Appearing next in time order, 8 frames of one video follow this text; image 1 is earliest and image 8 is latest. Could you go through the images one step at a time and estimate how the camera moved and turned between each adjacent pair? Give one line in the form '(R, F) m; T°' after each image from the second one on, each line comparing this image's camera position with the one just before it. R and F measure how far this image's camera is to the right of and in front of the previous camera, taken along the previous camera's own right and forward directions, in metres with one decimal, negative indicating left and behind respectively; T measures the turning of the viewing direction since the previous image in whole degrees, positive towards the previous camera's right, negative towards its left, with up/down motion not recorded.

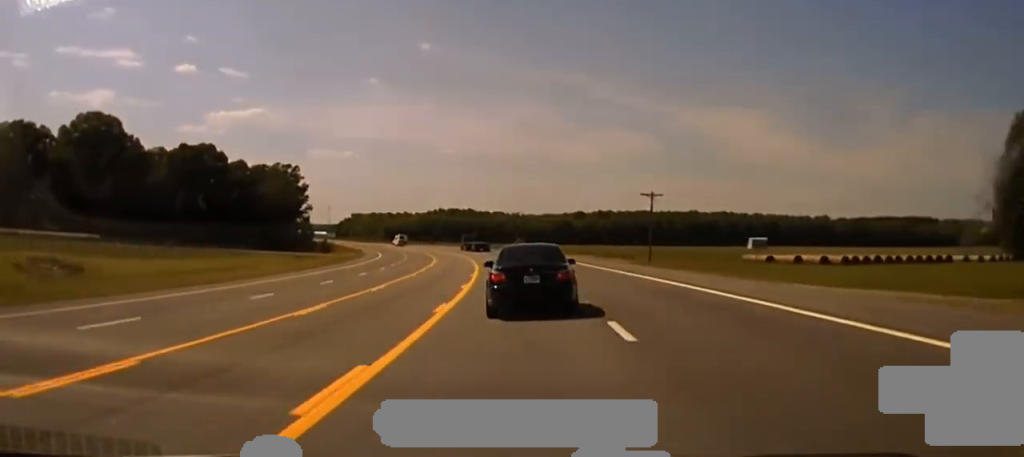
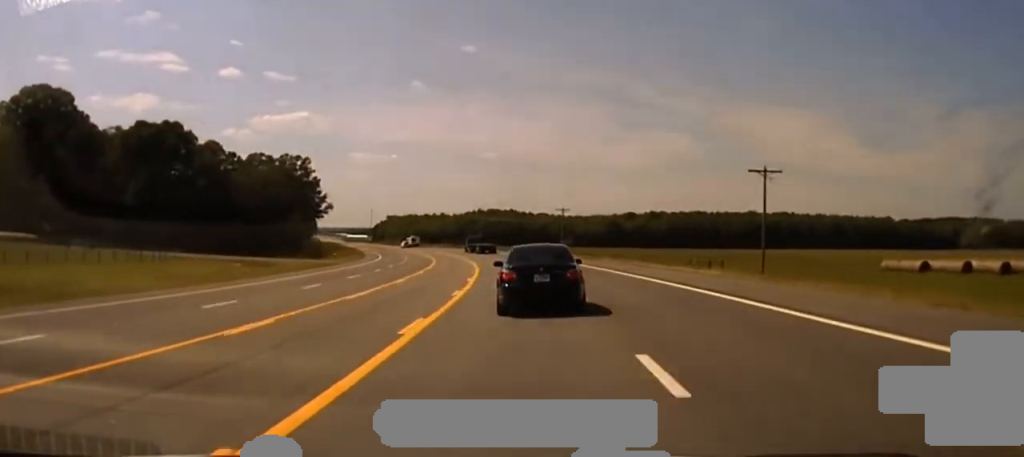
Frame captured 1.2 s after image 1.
(-1.3, +40.4) m; -3°
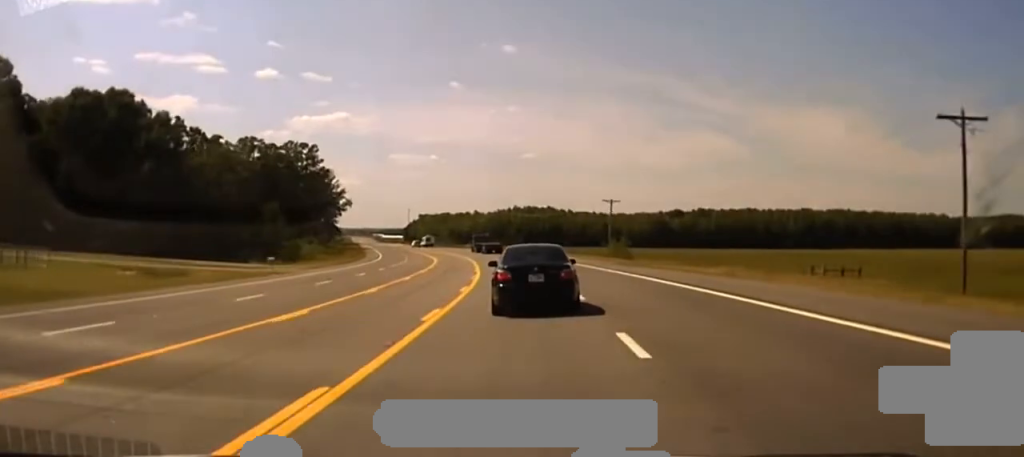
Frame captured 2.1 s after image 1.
(-0.7, +30.2) m; -2°
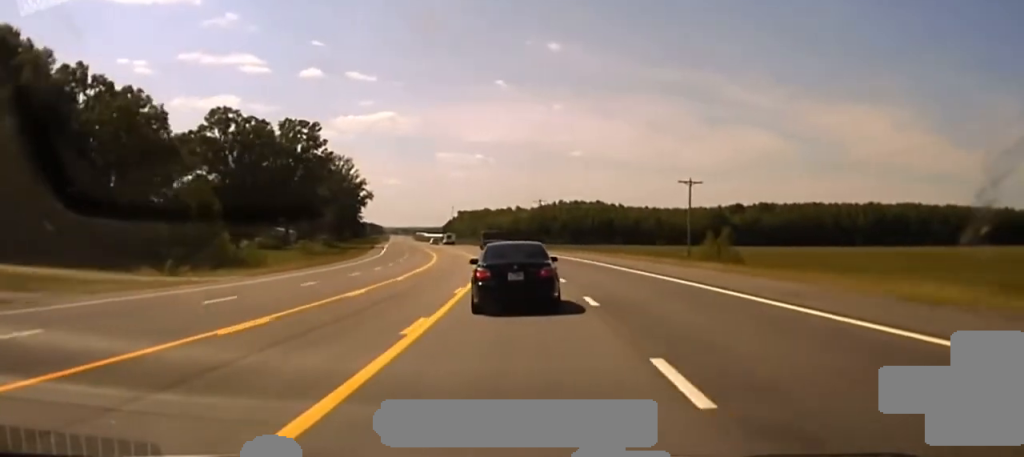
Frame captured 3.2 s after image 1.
(-0.6, +34.4) m; -2°
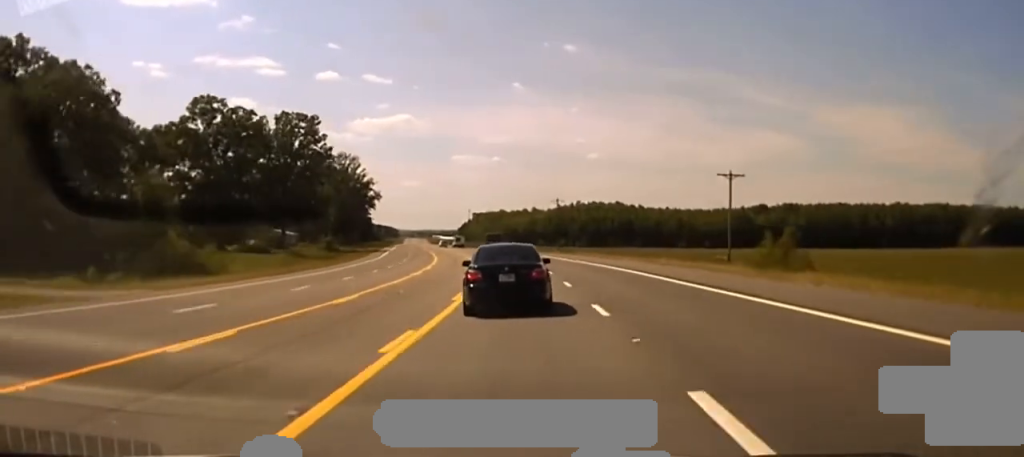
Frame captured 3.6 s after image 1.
(0.0, +12.7) m; -1°
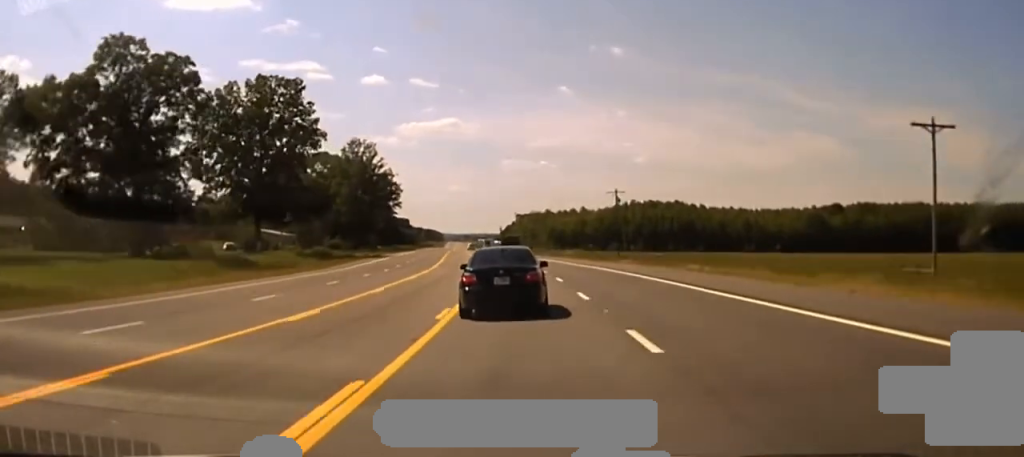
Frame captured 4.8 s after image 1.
(-1.1, +41.6) m; -3°
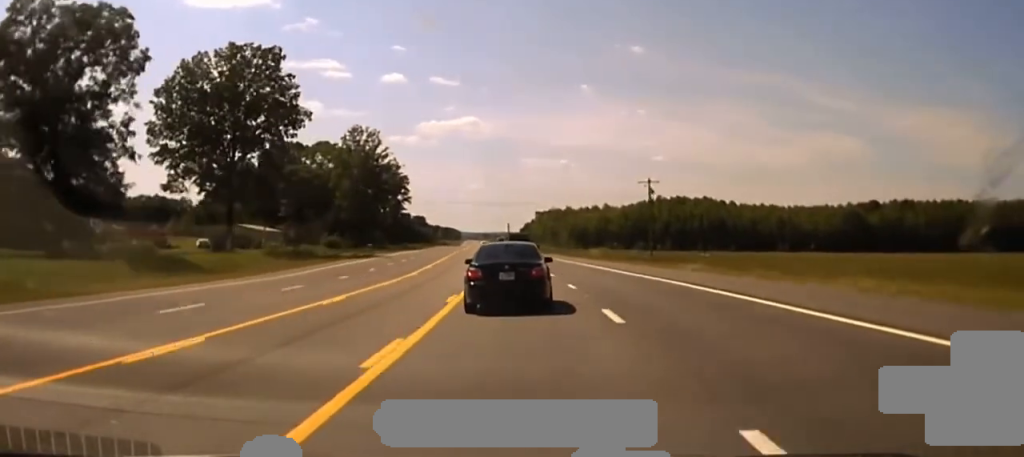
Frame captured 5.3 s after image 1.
(-0.4, +21.7) m; -1°
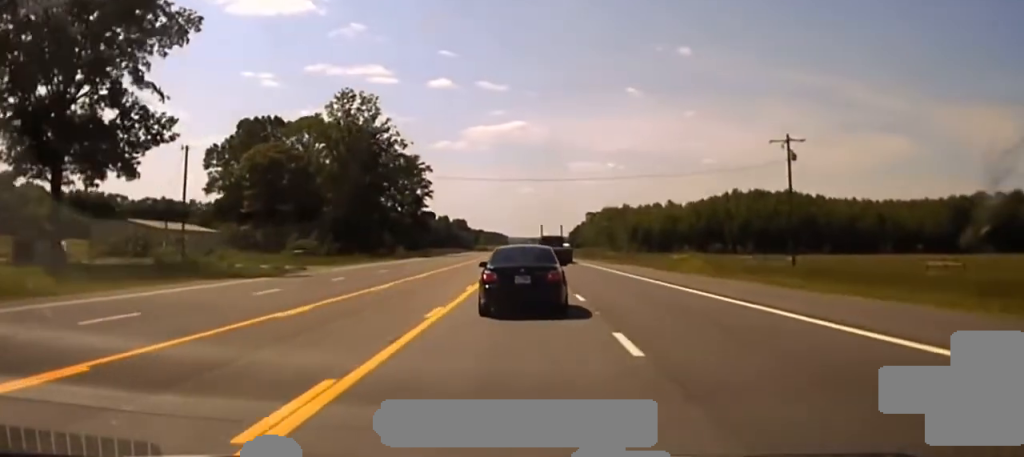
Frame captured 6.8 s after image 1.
(-1.4, +60.7) m; -2°
